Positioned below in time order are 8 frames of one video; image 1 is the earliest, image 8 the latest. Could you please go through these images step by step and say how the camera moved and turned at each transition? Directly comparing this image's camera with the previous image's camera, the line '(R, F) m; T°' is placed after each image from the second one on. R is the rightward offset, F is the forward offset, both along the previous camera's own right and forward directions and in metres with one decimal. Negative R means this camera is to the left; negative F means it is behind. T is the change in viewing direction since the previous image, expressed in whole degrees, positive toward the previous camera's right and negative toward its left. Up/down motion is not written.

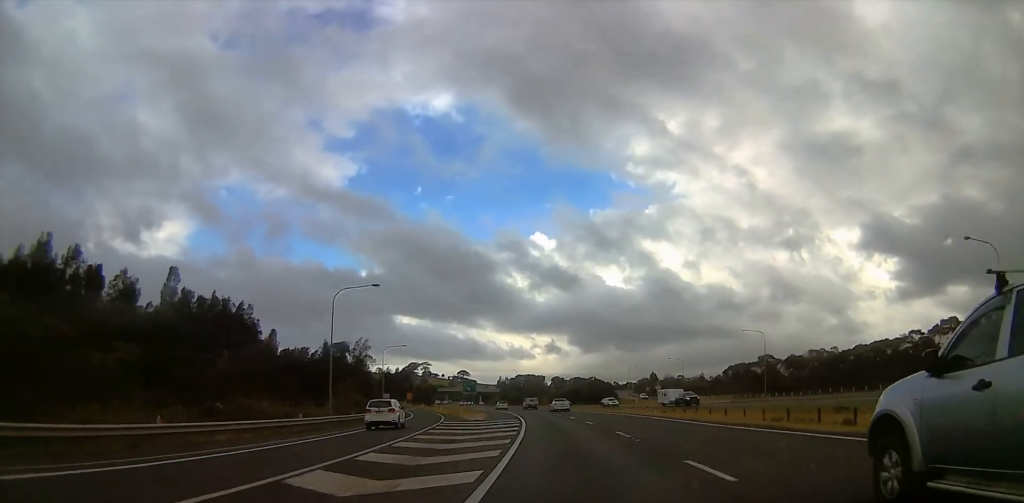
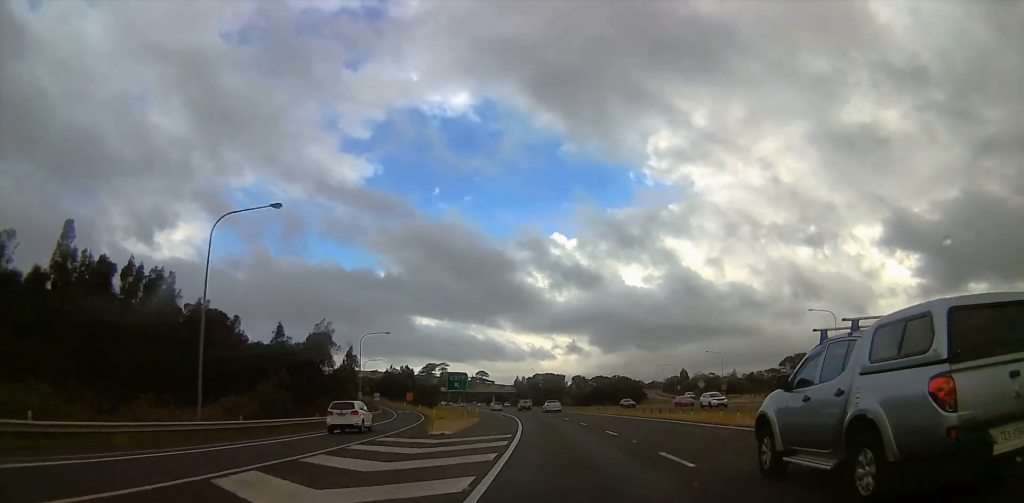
(-0.5, +21.1) m; -3°
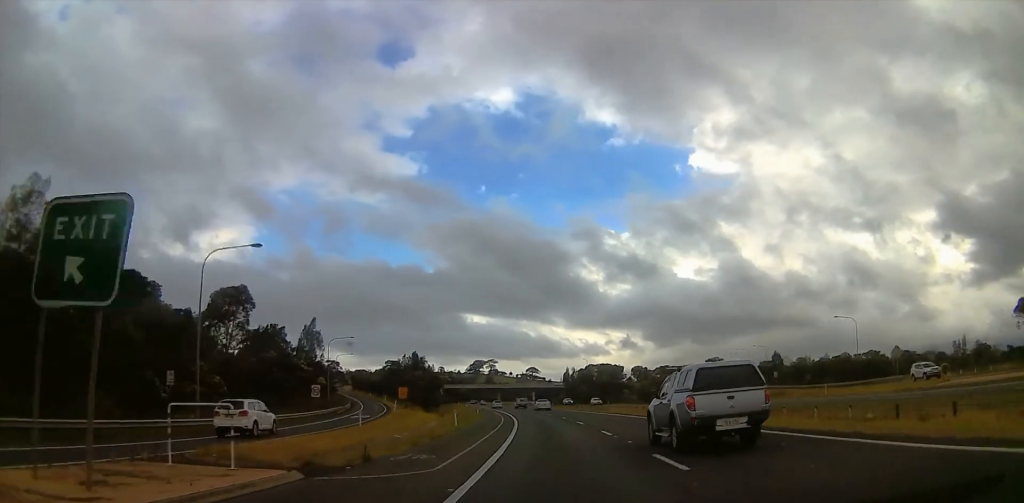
(-1.4, +48.8) m; -4°
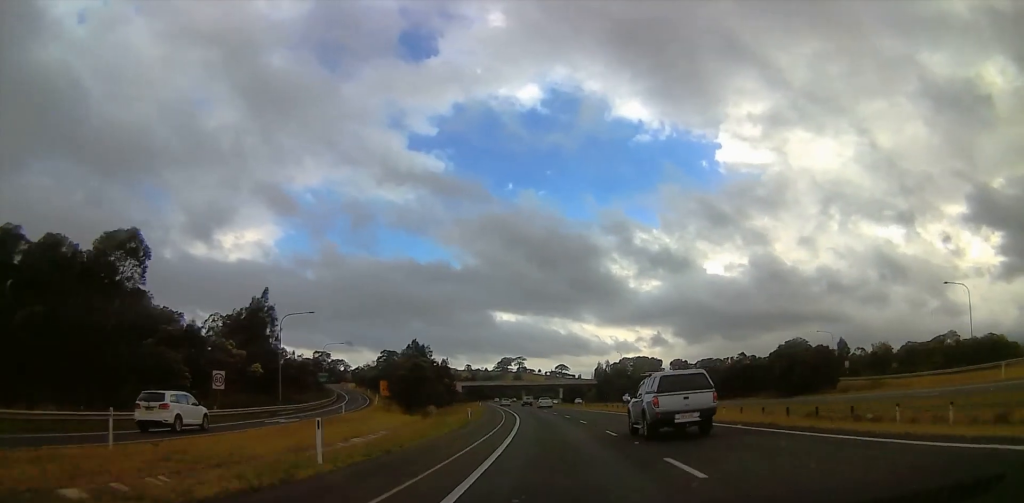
(-1.0, +24.8) m; -3°
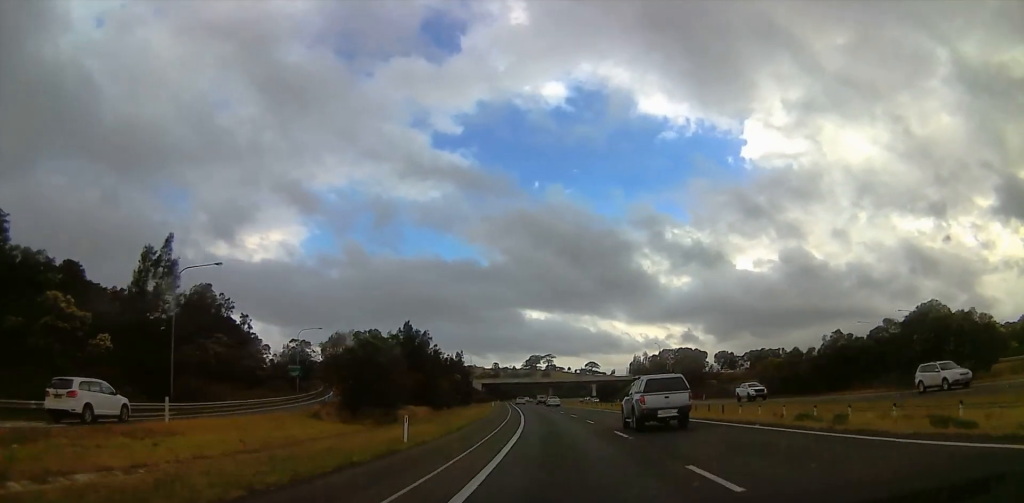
(-0.4, +26.0) m; -1°
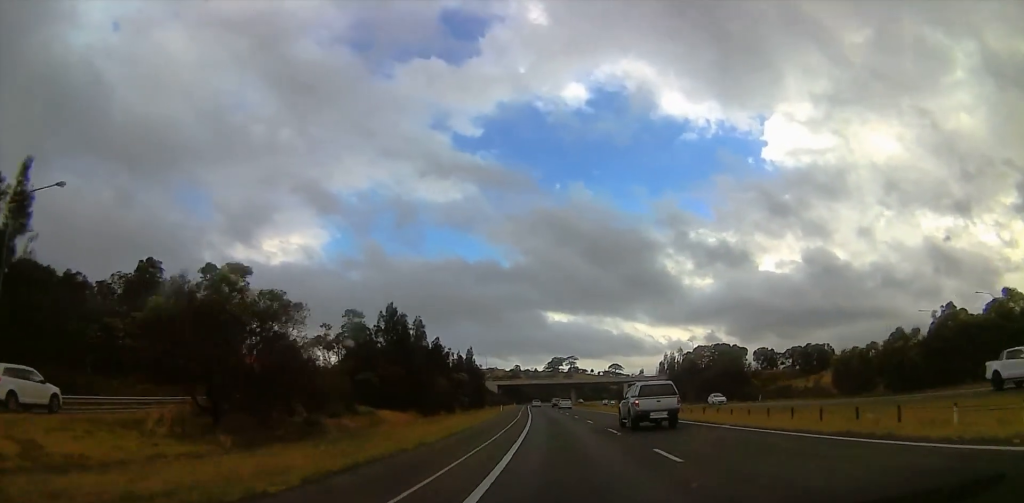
(0.0, +19.6) m; -2°
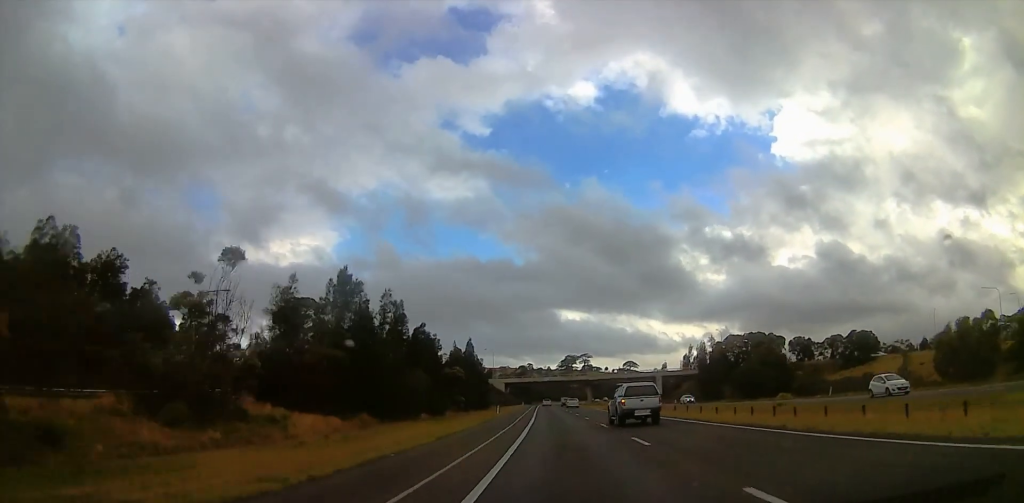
(-0.6, +19.5) m; -3°
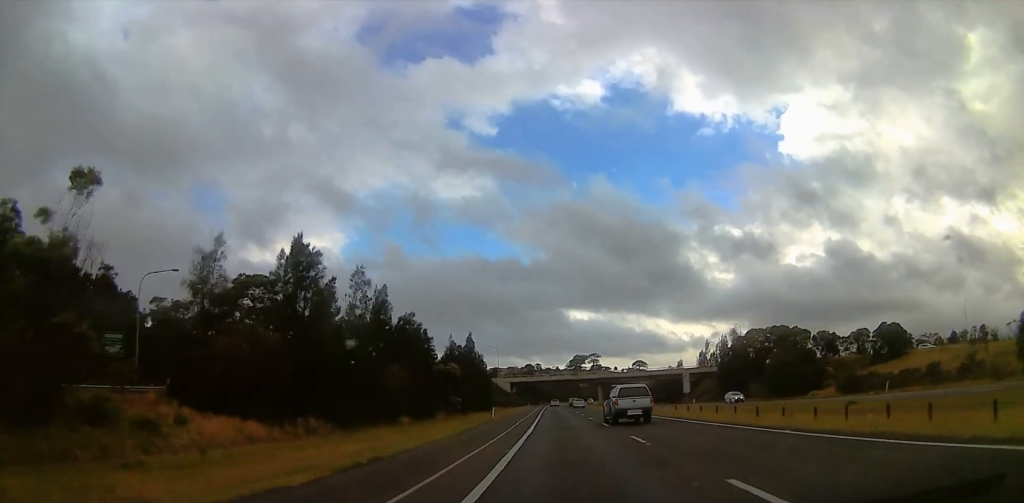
(-0.3, +10.2) m; -2°
